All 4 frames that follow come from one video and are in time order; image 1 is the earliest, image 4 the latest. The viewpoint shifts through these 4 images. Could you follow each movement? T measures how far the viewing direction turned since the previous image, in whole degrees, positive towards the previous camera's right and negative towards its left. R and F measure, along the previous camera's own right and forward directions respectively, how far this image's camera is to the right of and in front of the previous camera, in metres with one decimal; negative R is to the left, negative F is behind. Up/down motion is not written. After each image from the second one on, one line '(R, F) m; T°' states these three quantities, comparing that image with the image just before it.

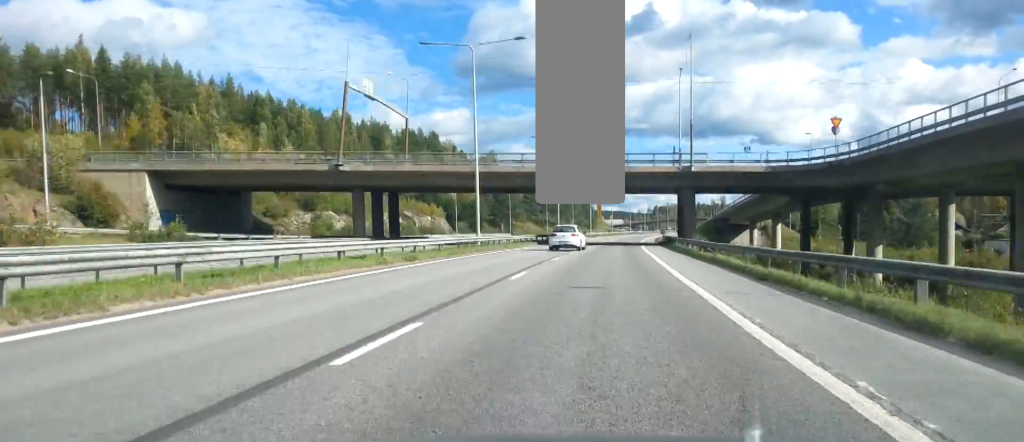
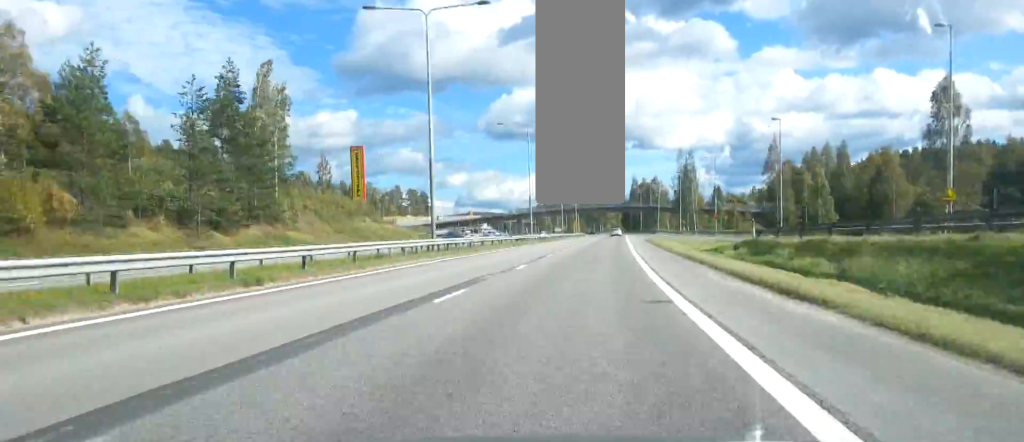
(+13.9, +207.7) m; +7°
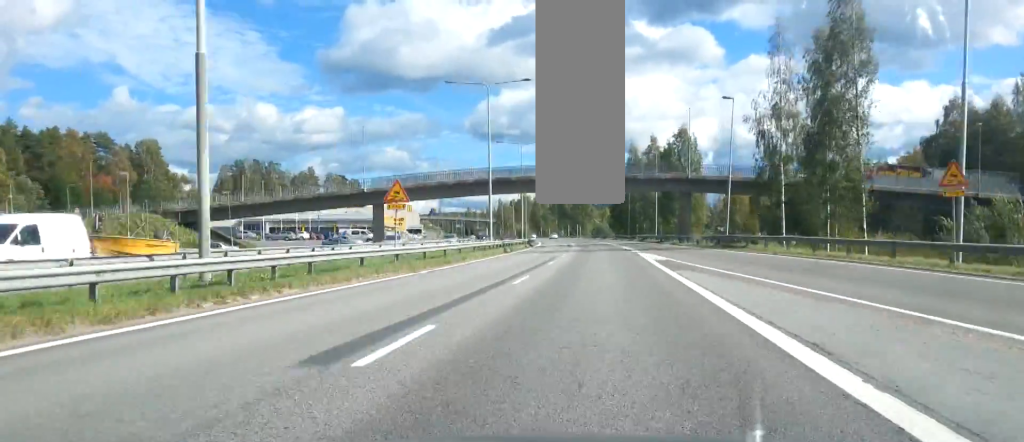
(+1.0, +112.1) m; +1°
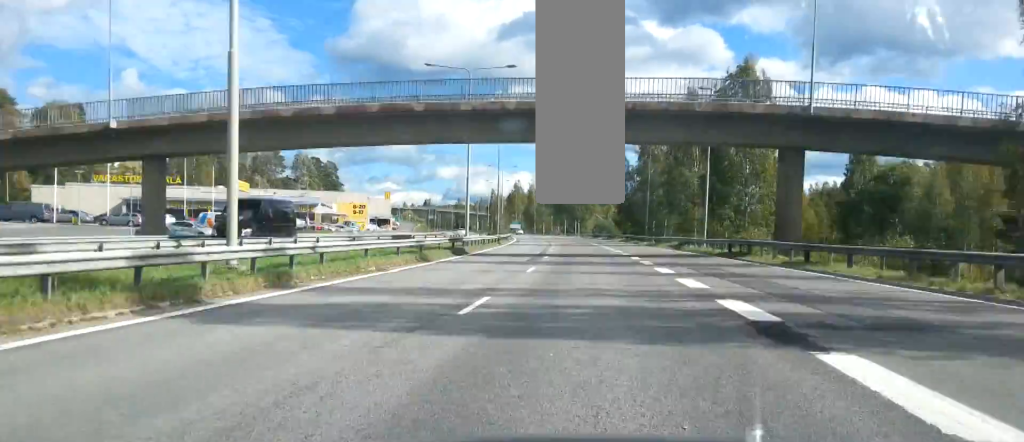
(-0.2, +42.7) m; -1°
